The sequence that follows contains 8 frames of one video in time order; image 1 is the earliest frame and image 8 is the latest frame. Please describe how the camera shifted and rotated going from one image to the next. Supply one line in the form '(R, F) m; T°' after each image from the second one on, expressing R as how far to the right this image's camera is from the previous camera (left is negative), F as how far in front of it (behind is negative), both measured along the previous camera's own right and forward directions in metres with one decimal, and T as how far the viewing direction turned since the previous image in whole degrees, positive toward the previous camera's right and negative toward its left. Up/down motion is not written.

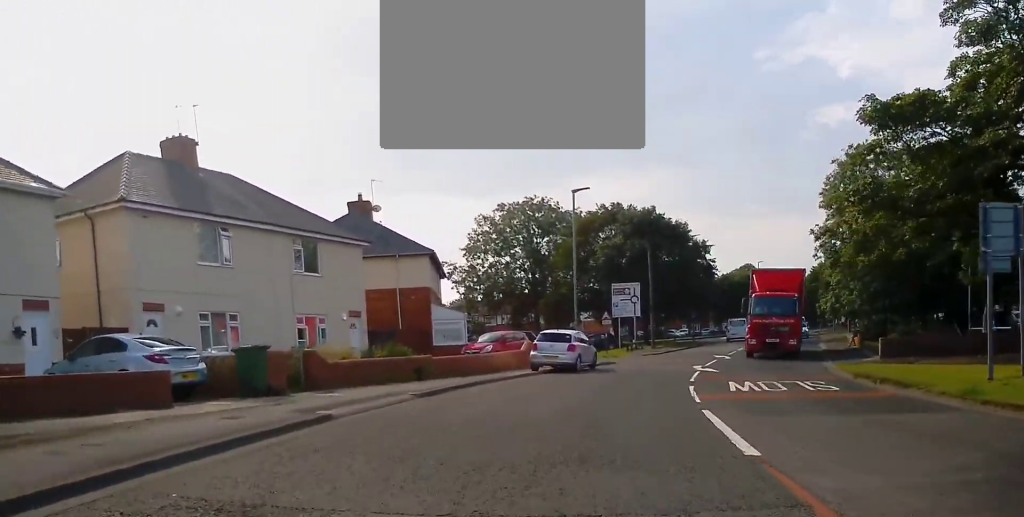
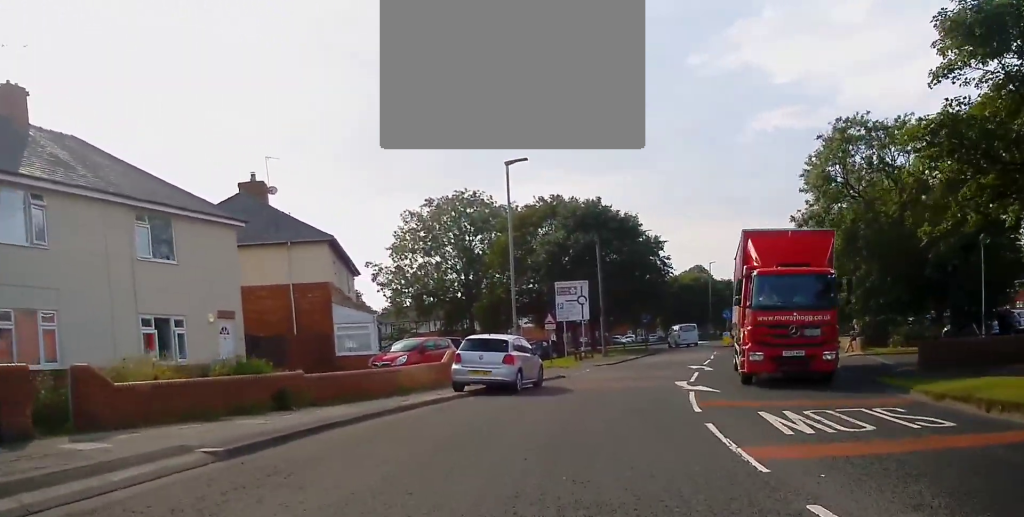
(+0.6, +7.8) m; +5°
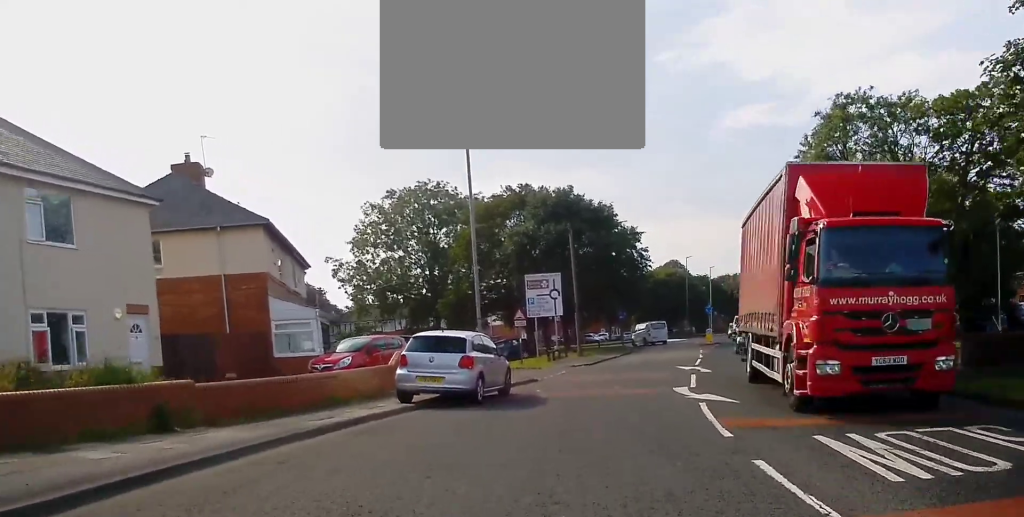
(0.0, +4.0) m; +1°
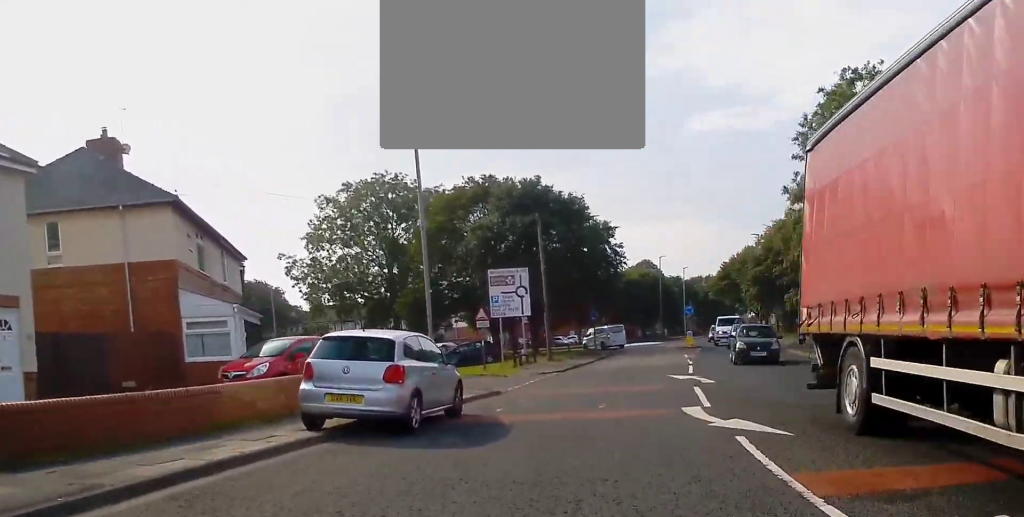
(0.0, +4.6) m; +1°
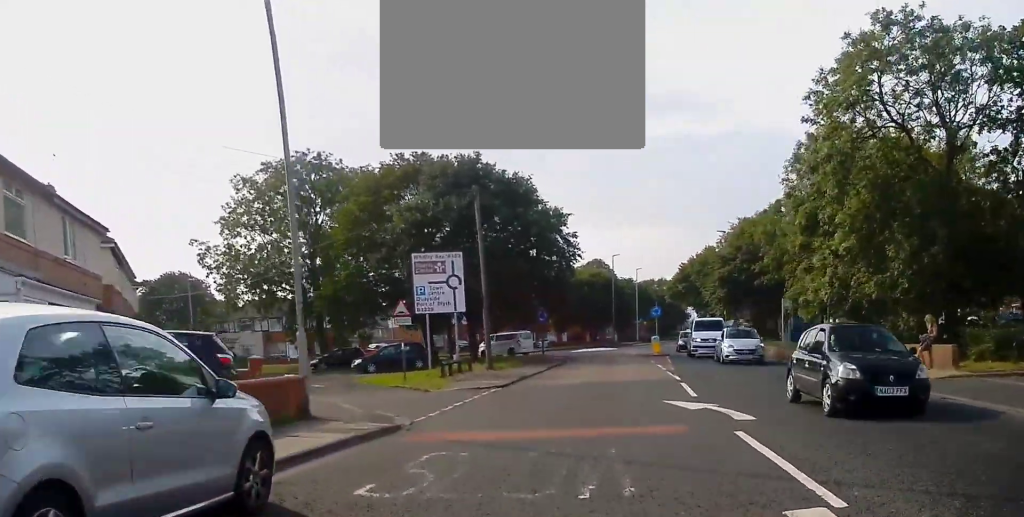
(+0.1, +7.5) m; +5°
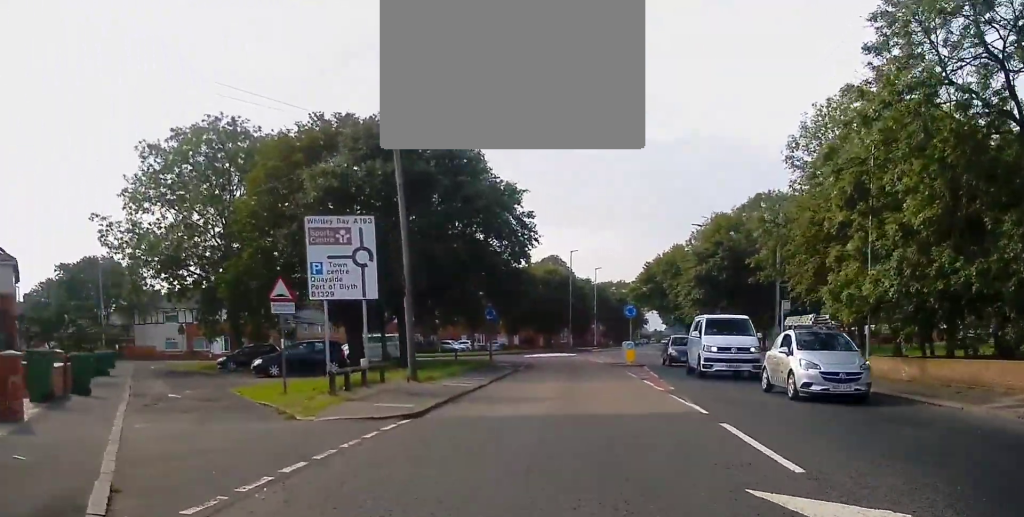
(+0.6, +8.5) m; +4°
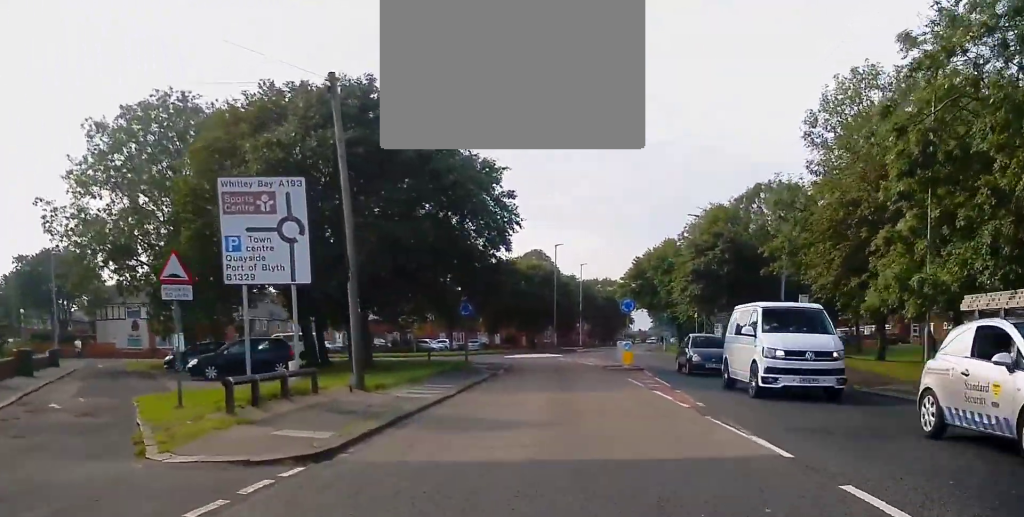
(0.0, +5.0) m; +1°
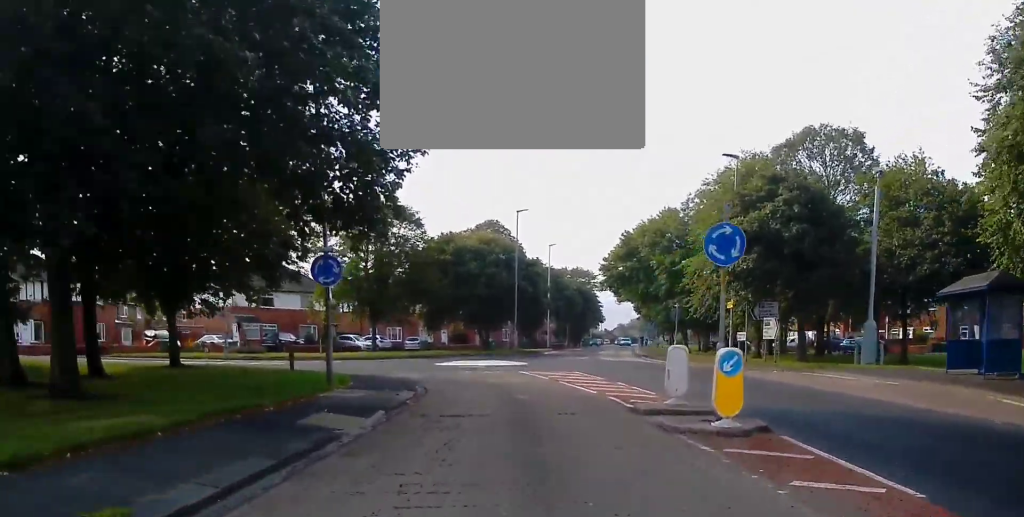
(+0.7, +20.1) m; +2°
